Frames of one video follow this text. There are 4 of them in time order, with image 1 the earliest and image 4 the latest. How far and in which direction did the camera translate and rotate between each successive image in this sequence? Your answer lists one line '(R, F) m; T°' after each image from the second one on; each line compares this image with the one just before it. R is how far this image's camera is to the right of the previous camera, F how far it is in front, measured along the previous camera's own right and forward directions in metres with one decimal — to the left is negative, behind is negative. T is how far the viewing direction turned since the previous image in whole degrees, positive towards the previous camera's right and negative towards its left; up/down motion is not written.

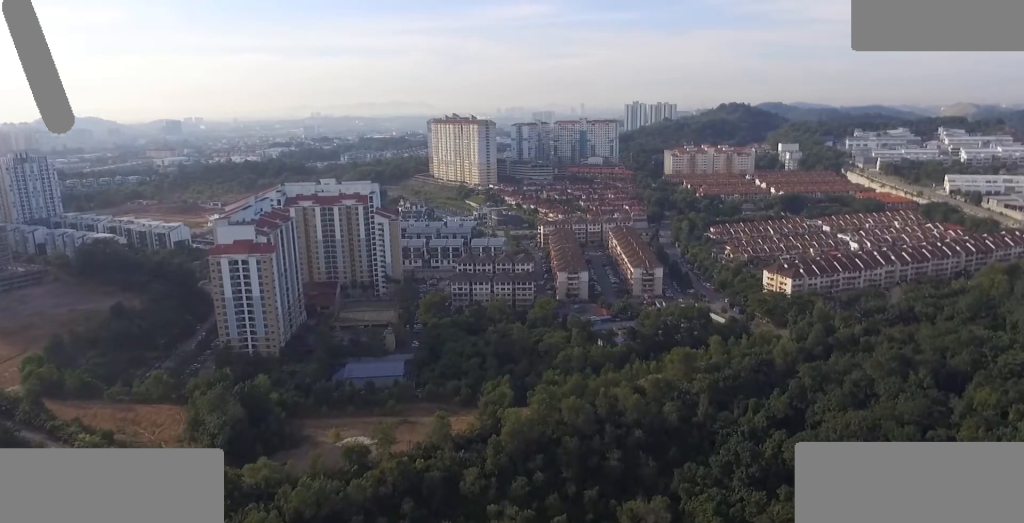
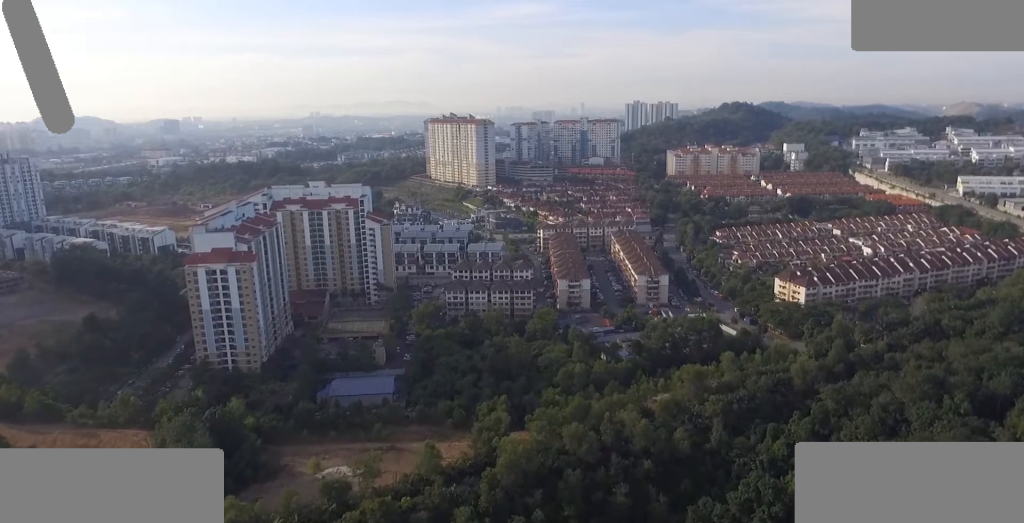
(0.0, +20.0) m; 0°
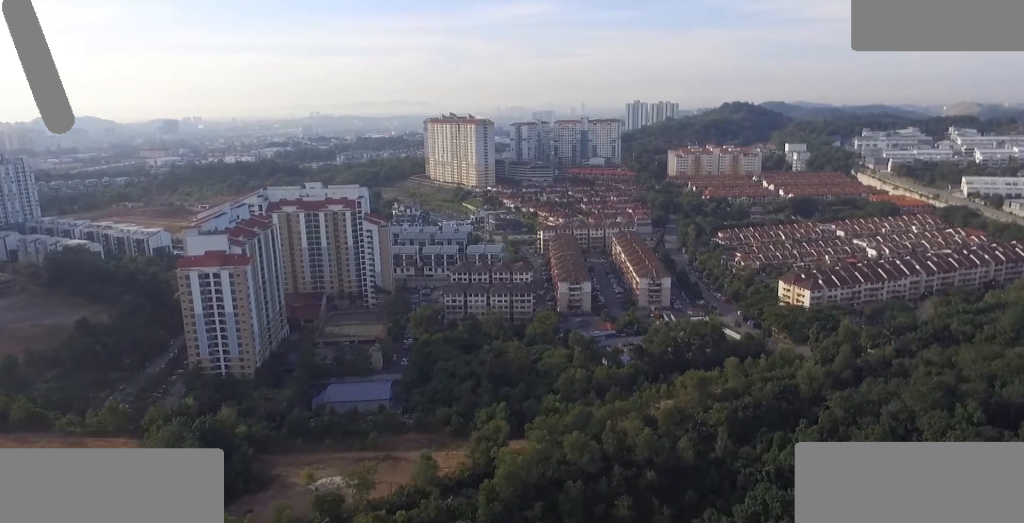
(0.0, +5.9) m; 0°
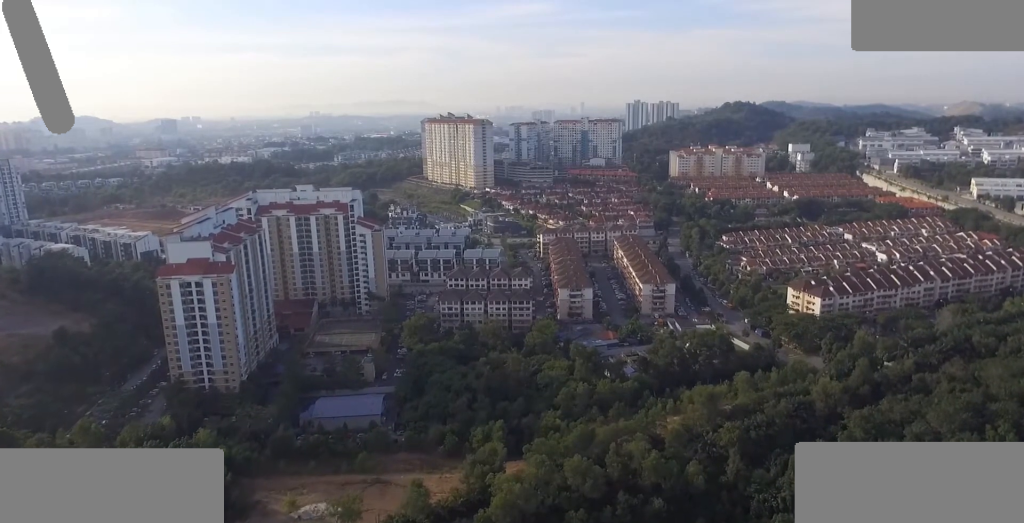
(0.0, +14.2) m; 0°
